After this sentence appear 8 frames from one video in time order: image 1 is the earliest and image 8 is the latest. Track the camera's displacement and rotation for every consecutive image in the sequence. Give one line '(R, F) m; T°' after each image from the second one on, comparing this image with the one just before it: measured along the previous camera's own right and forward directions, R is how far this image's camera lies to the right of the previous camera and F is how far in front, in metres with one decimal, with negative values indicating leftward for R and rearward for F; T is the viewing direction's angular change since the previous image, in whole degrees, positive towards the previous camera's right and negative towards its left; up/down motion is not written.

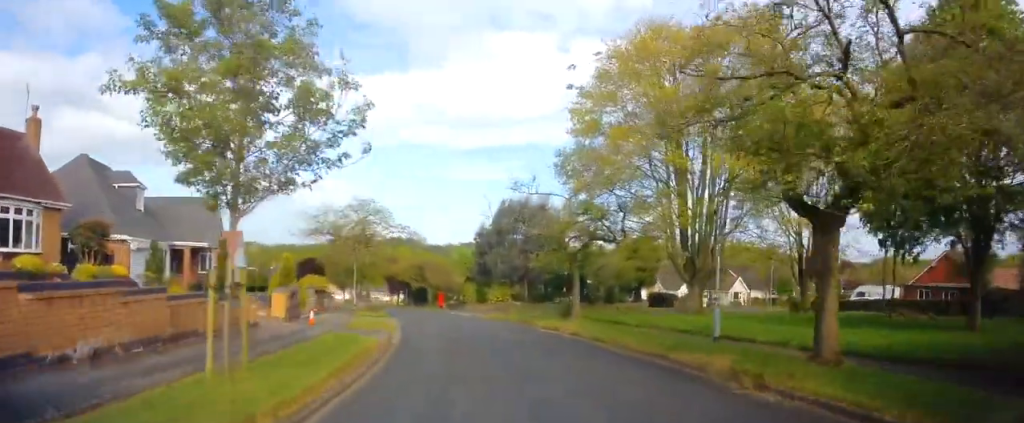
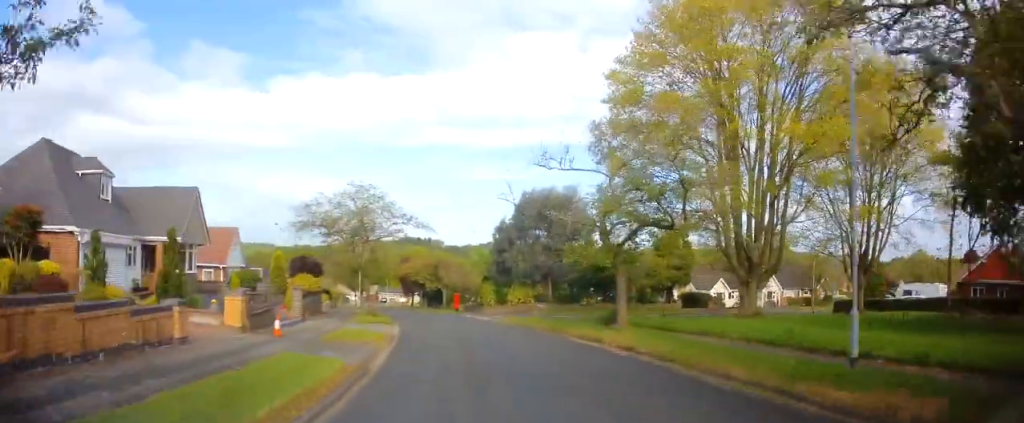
(0.0, +4.7) m; -1°
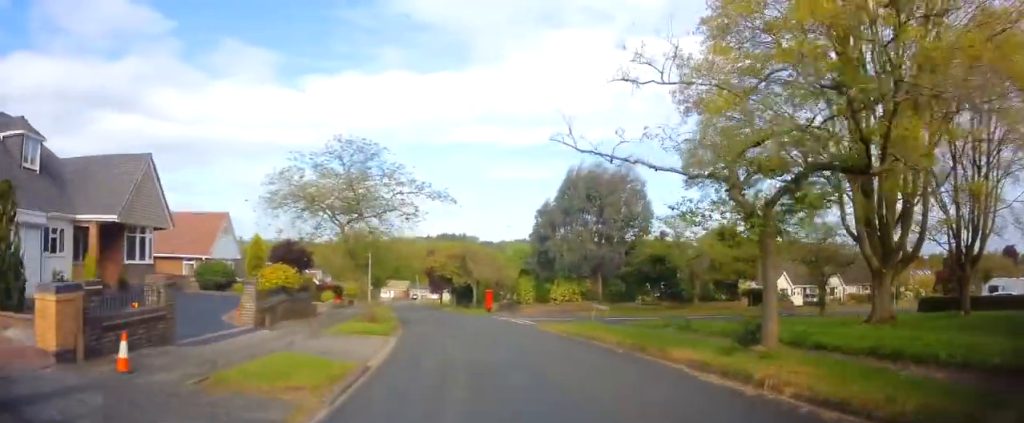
(+0.5, +7.7) m; -3°
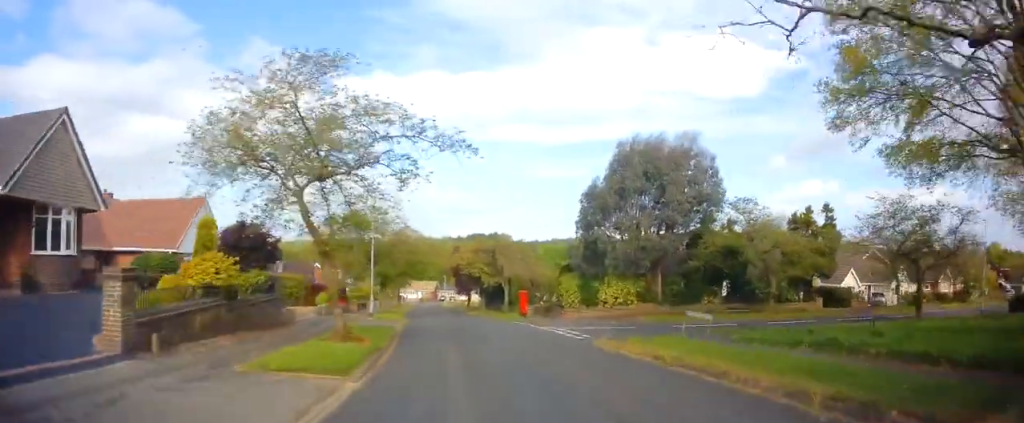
(-0.8, +7.3) m; -5°
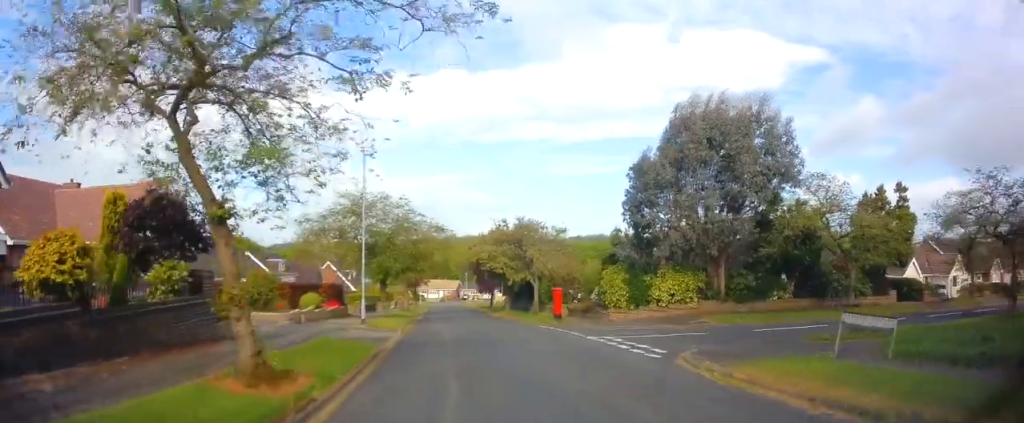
(-0.2, +6.2) m; -2°
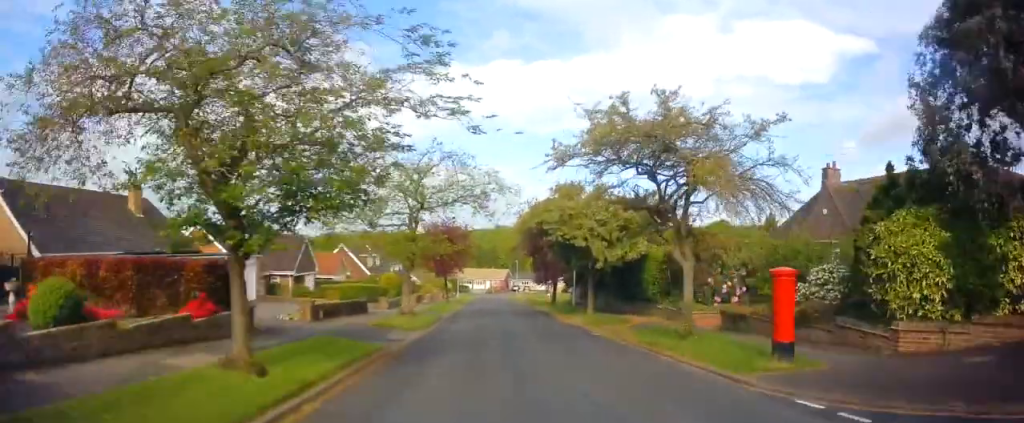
(-0.3, +18.0) m; -4°
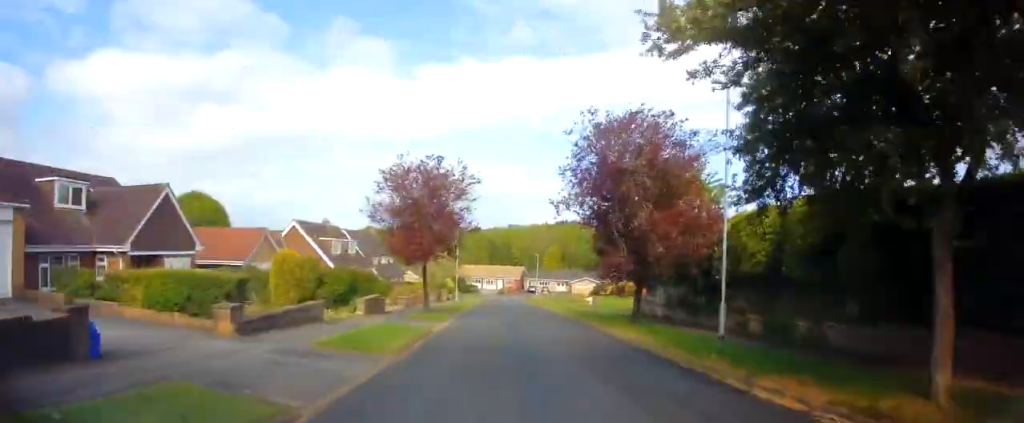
(-1.2, +20.8) m; -3°
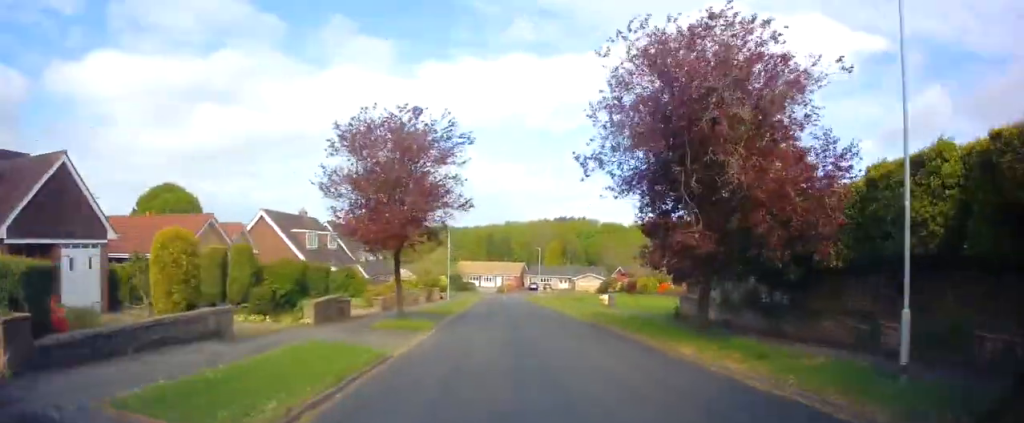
(+0.1, +6.6) m; 0°
